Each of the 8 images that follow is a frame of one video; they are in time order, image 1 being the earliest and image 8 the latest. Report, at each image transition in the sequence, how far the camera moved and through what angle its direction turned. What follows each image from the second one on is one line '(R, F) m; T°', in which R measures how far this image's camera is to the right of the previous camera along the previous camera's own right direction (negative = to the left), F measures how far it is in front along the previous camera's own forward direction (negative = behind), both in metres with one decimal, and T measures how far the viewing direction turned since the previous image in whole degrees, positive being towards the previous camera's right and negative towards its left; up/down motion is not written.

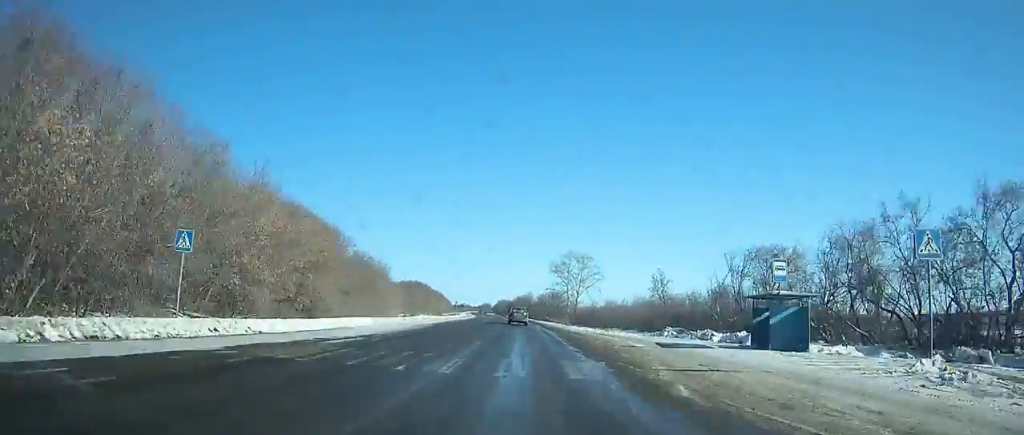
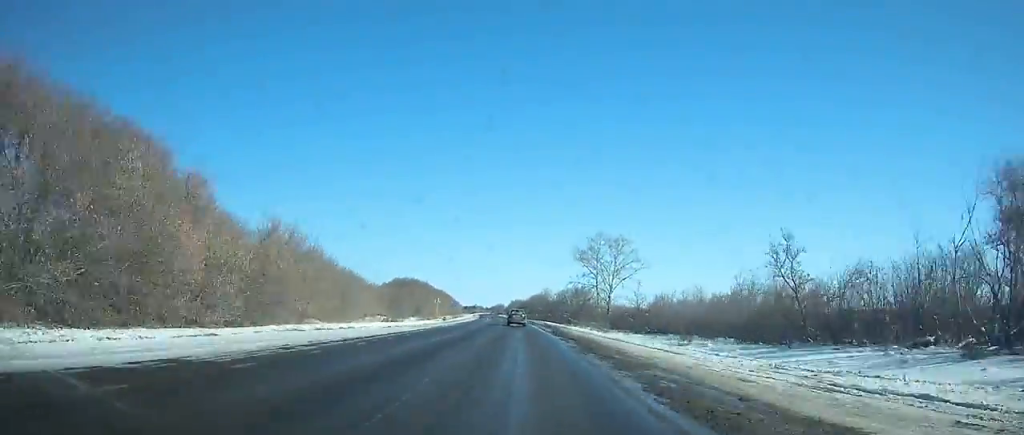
(+0.4, +40.8) m; 0°
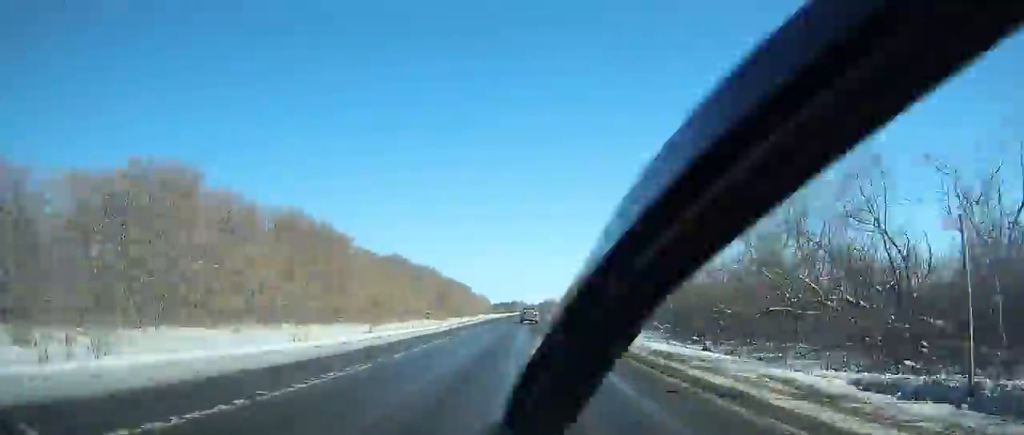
(-1.7, +171.2) m; -3°
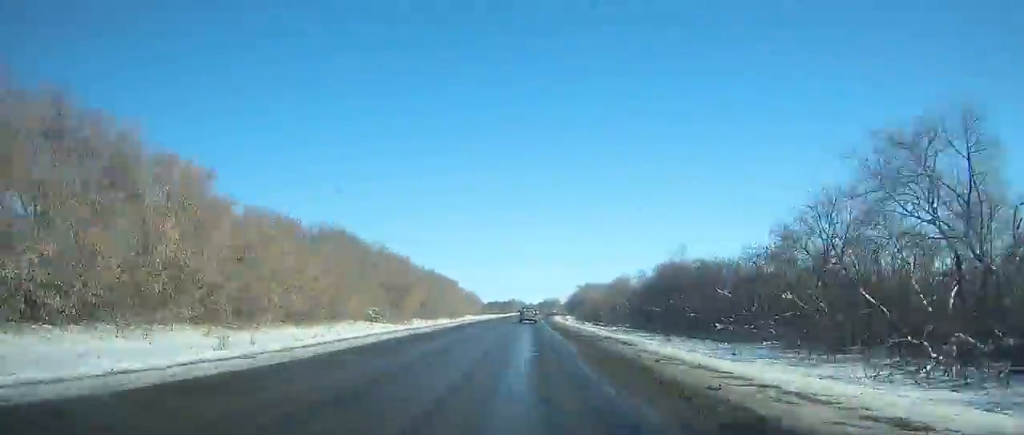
(-0.4, +43.9) m; 0°
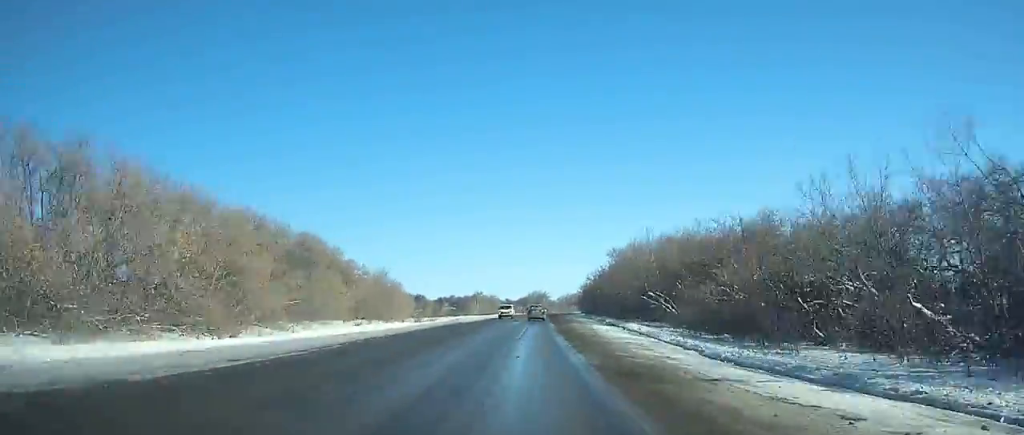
(+1.2, +117.8) m; +2°
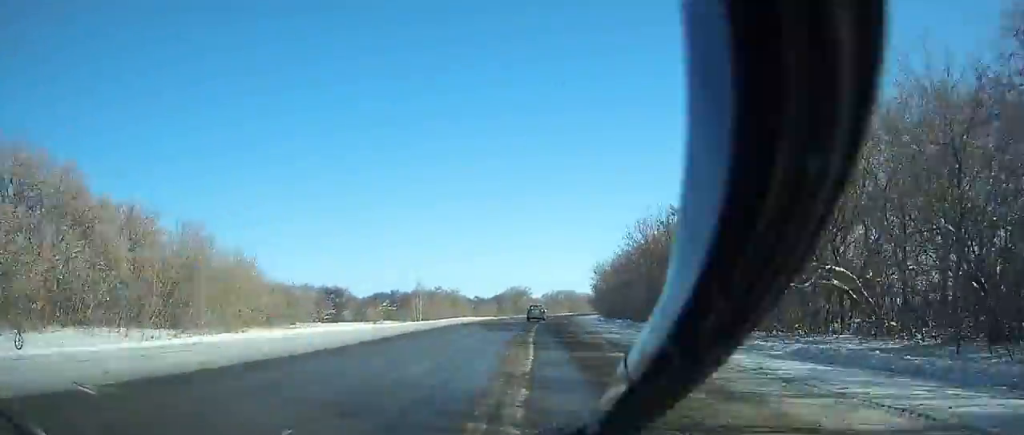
(+0.6, +57.3) m; +2°
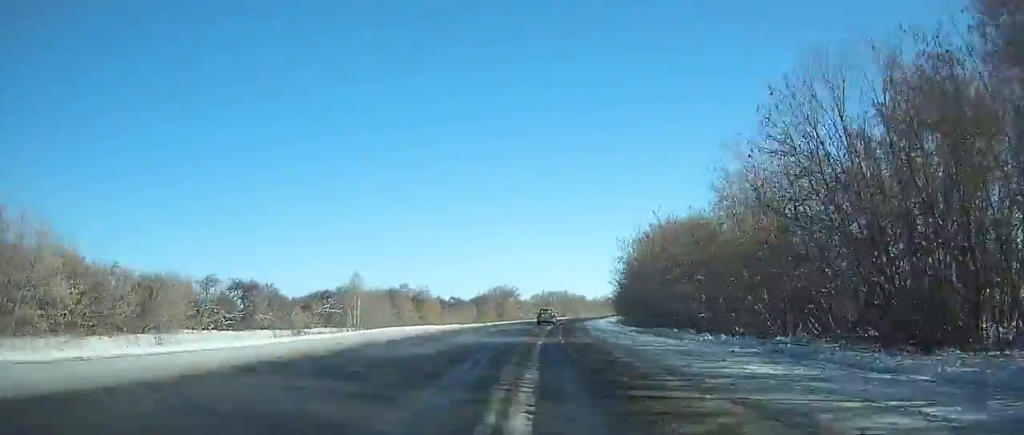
(+0.3, +31.8) m; +2°
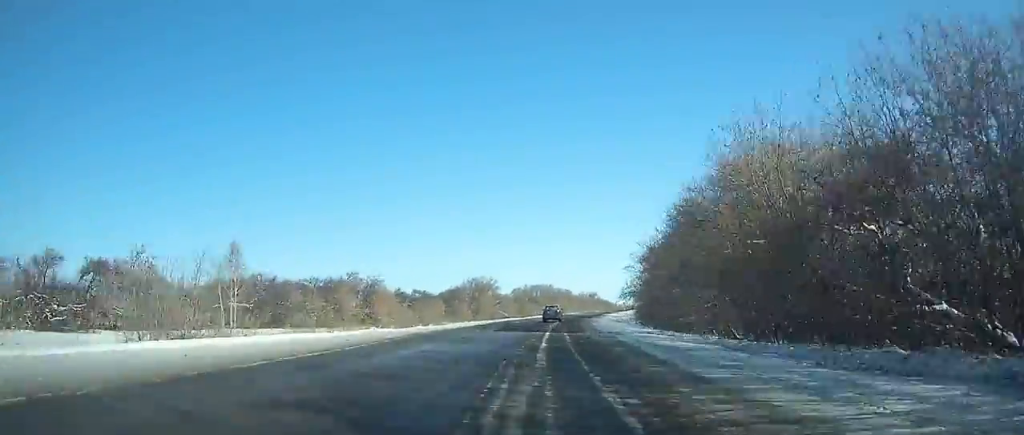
(-0.5, +27.3) m; +1°
